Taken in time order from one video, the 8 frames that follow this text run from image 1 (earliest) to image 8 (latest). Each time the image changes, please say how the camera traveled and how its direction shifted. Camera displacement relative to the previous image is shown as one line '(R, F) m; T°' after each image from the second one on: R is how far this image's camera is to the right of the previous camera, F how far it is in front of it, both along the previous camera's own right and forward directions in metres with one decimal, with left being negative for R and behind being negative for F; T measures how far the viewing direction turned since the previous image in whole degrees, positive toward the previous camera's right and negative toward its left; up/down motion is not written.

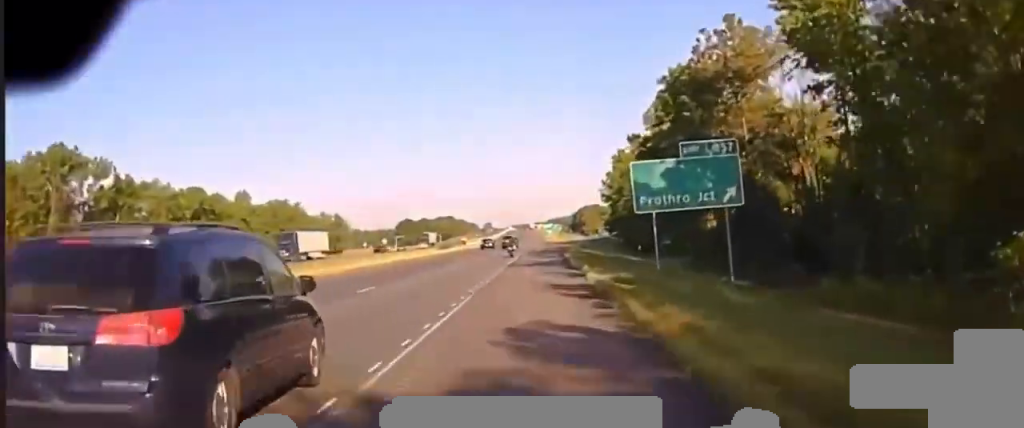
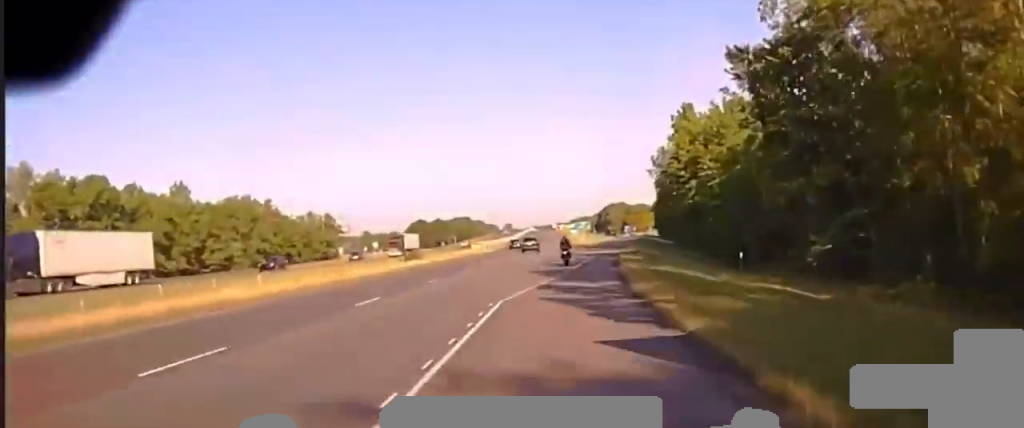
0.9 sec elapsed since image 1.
(0.0, +42.0) m; 0°
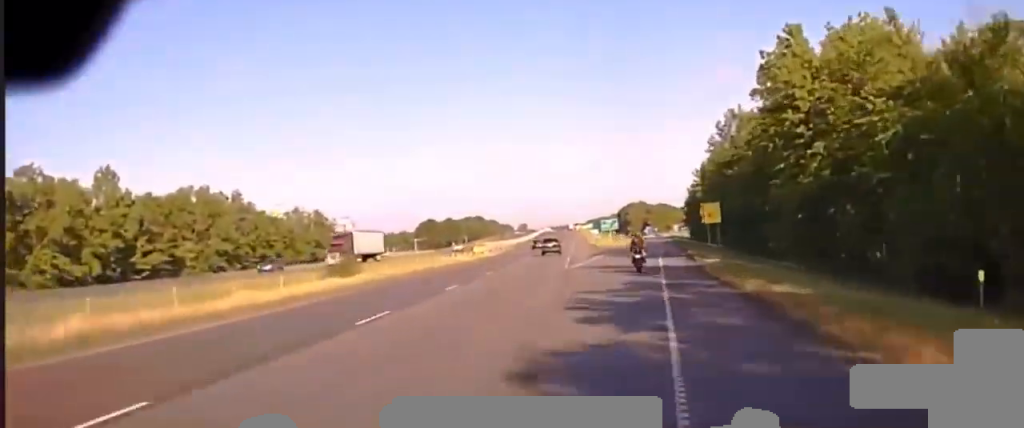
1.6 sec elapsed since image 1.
(-0.1, +31.3) m; -1°
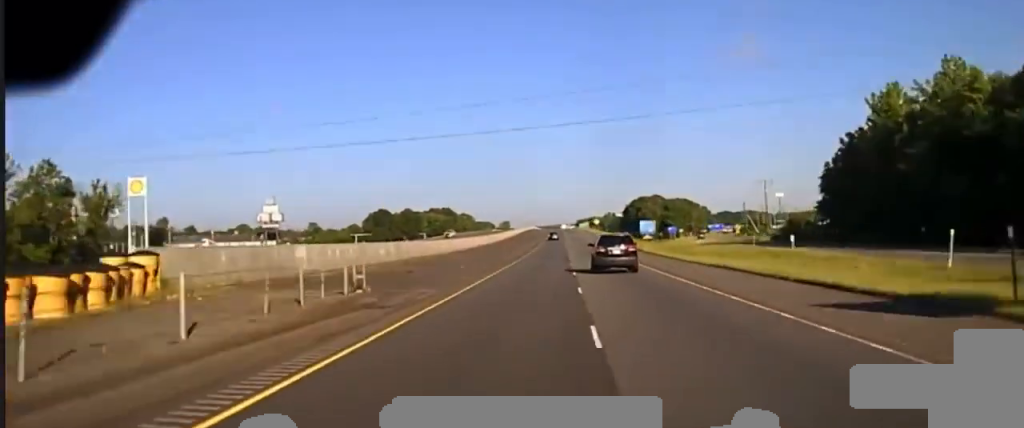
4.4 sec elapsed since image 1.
(-1.8, +137.4) m; 0°
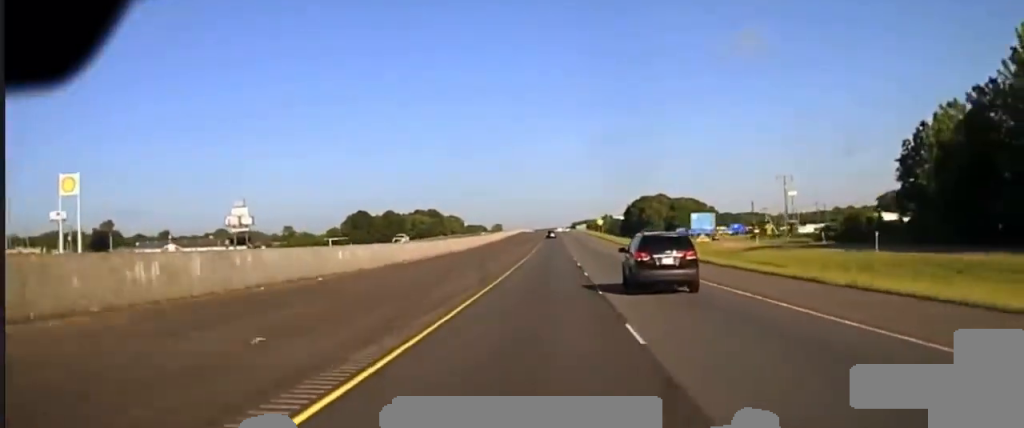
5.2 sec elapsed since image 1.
(+0.2, +33.8) m; +1°
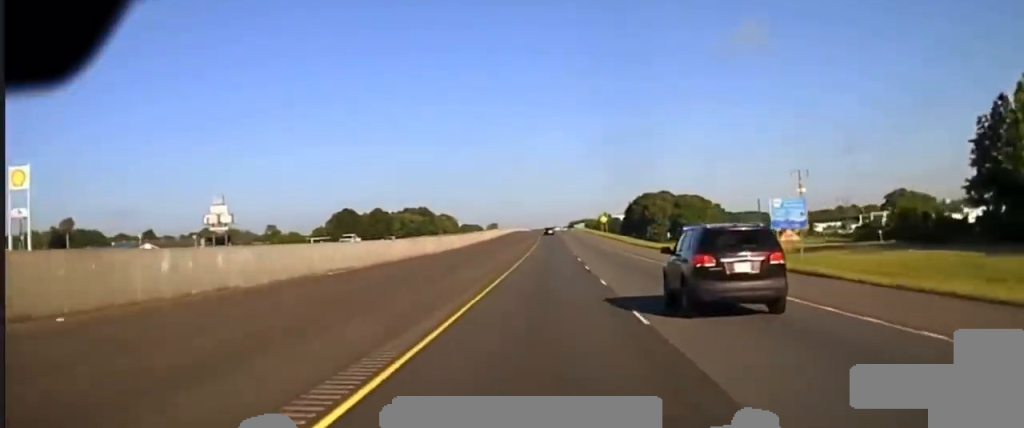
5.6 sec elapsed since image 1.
(+0.1, +18.9) m; 0°
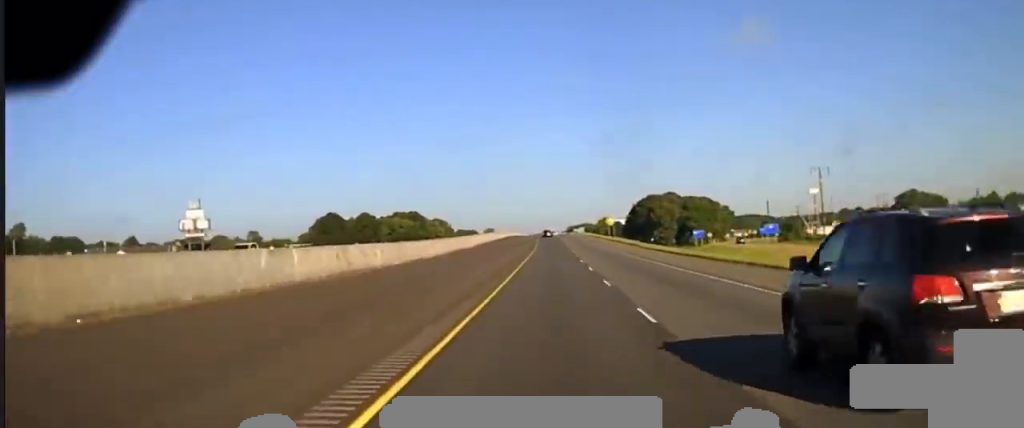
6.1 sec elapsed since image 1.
(0.0, +20.2) m; 0°
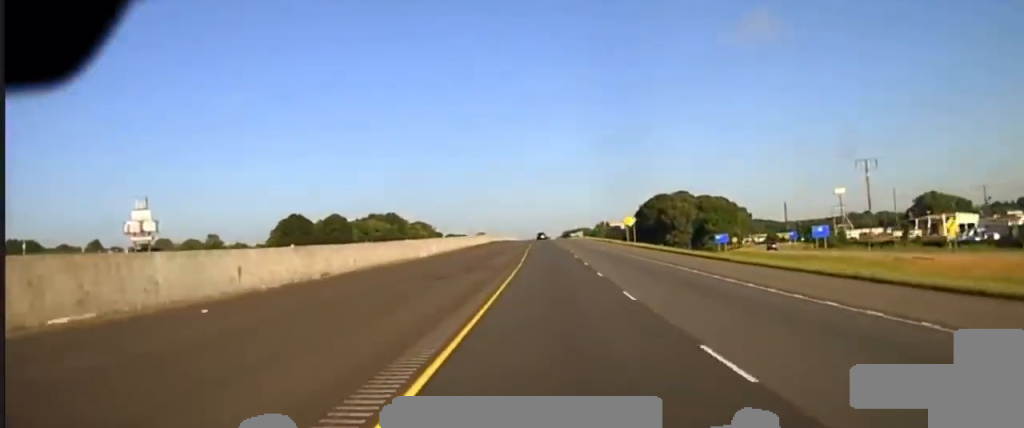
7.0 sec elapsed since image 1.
(+0.1, +36.4) m; 0°
